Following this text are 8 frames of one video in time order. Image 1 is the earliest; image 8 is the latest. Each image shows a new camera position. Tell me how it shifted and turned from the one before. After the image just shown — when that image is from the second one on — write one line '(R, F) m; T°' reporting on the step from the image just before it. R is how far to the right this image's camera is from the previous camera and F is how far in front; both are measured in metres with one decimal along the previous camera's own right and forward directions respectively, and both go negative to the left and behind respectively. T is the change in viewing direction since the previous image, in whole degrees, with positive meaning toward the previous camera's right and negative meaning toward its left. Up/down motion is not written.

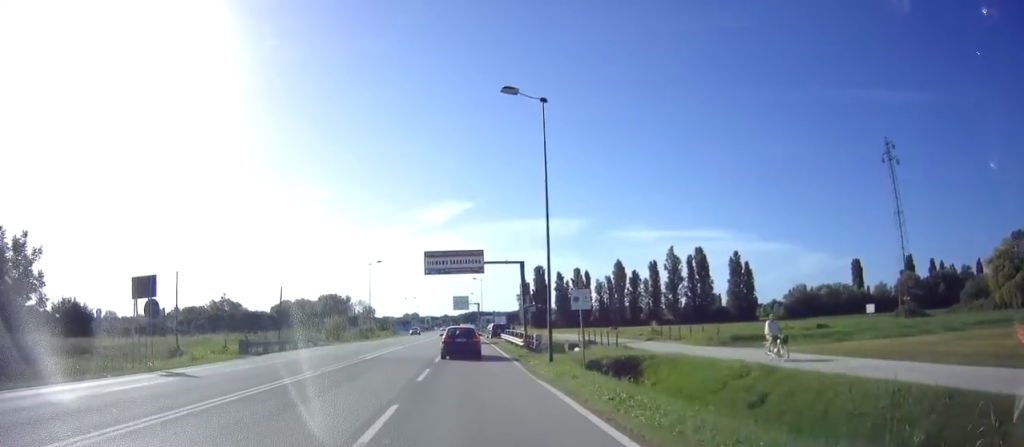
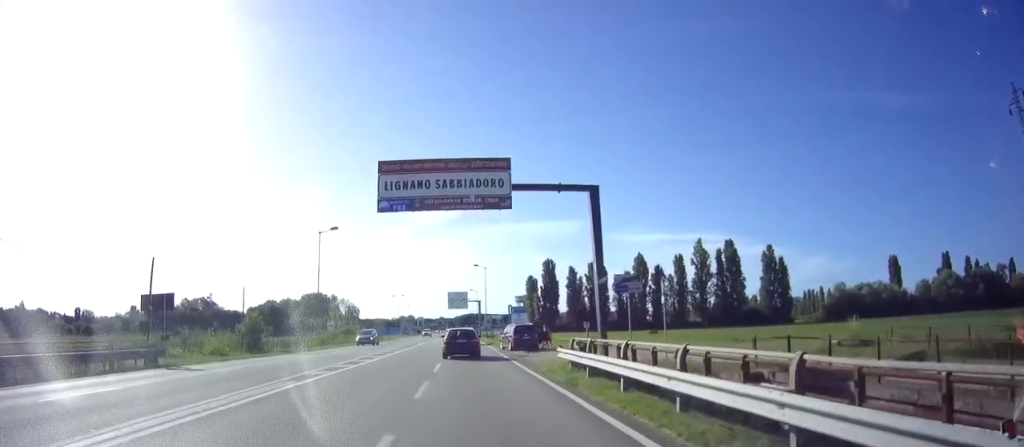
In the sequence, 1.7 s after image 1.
(0.0, +24.7) m; -1°
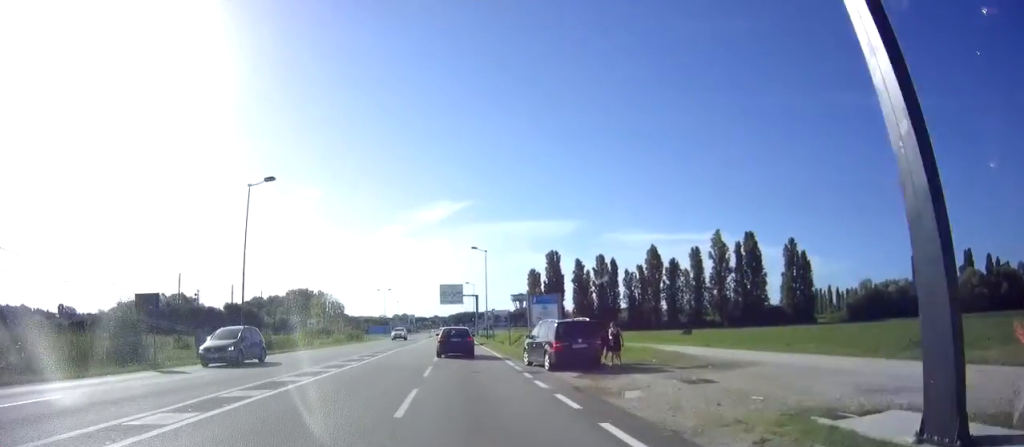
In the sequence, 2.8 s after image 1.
(-0.1, +15.2) m; 0°
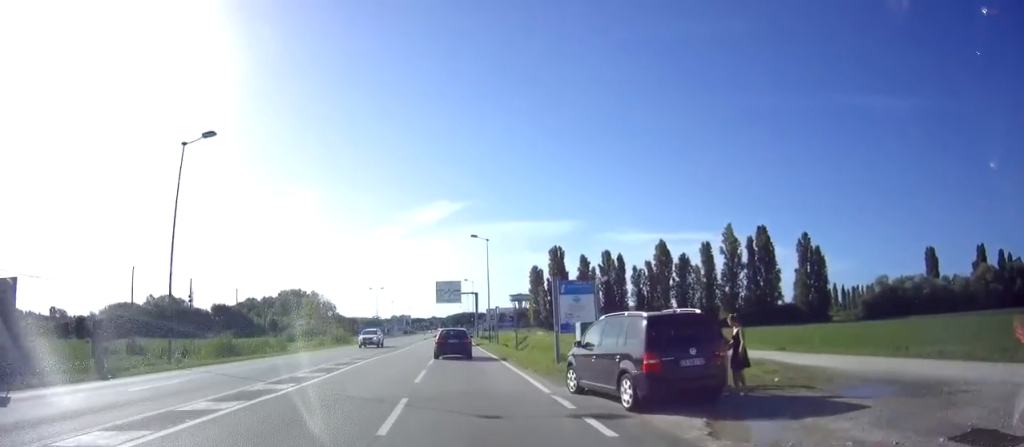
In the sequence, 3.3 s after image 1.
(0.0, +8.6) m; 0°
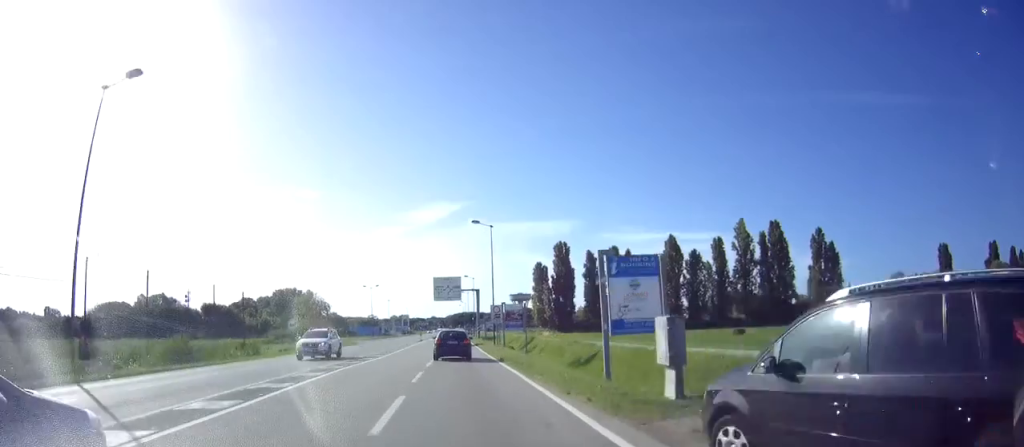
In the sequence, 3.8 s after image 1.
(+0.1, +6.7) m; 0°
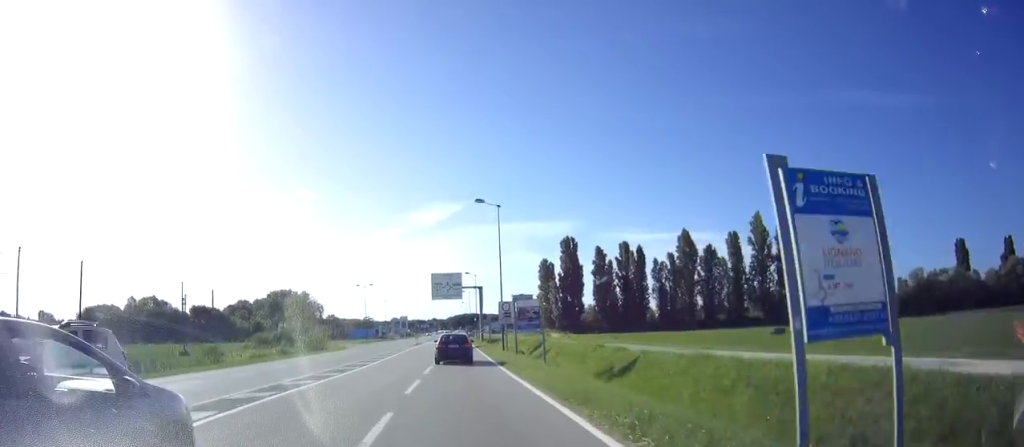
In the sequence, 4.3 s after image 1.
(+0.1, +7.8) m; 0°
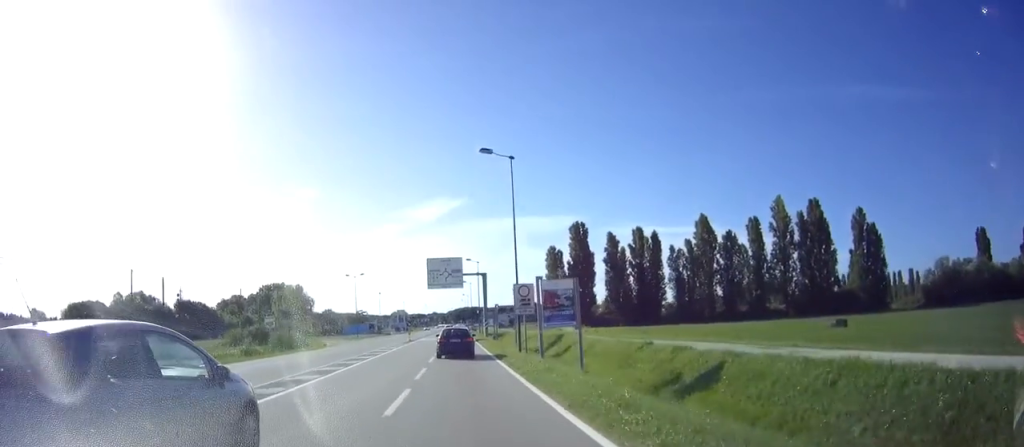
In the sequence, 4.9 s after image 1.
(-0.1, +9.5) m; 0°
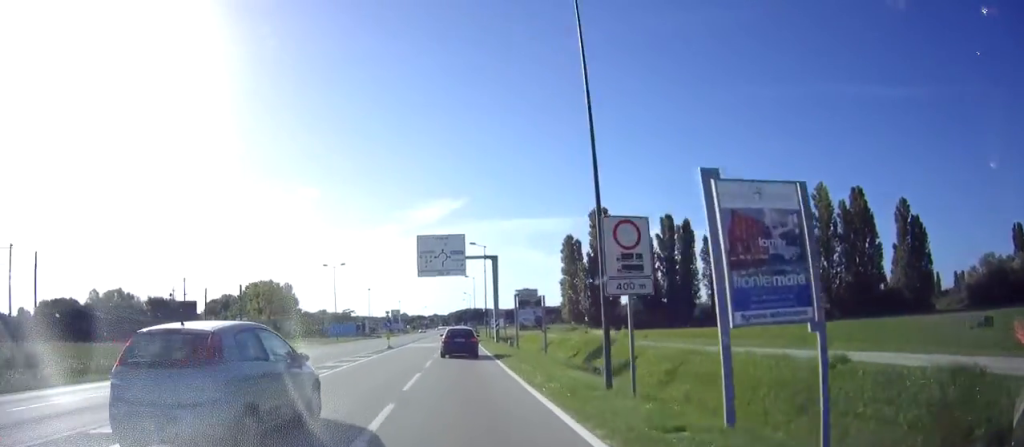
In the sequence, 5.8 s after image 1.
(+0.2, +15.5) m; 0°
